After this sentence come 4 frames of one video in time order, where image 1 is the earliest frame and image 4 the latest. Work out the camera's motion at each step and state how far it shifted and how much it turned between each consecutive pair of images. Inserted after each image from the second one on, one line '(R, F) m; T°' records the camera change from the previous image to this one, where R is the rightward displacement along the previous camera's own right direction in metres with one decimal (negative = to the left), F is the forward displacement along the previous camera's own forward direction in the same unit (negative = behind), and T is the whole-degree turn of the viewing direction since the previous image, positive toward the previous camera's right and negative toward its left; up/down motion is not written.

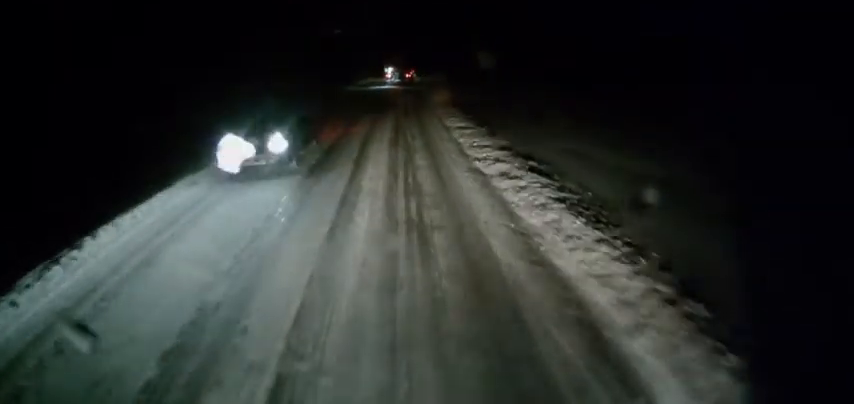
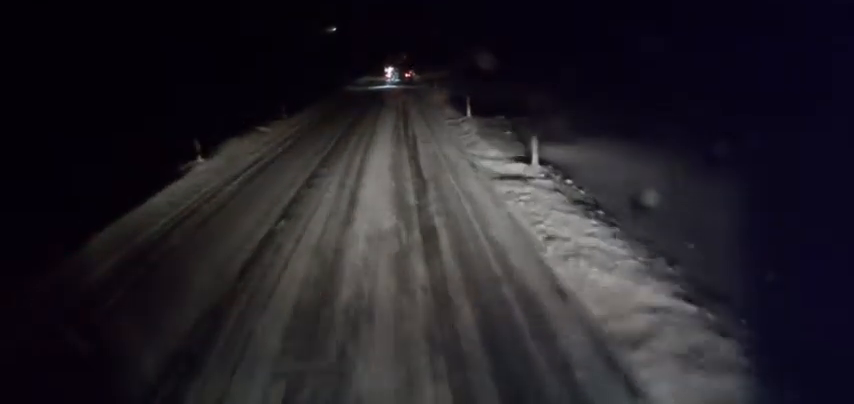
(+0.5, +20.4) m; +4°
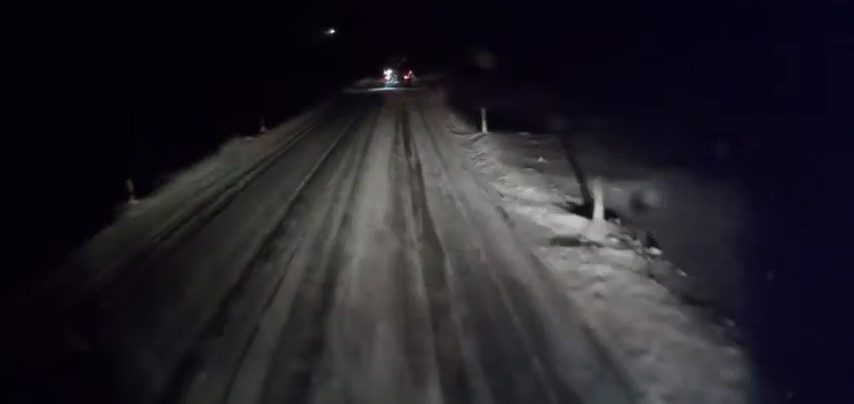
(0.0, +3.6) m; 0°
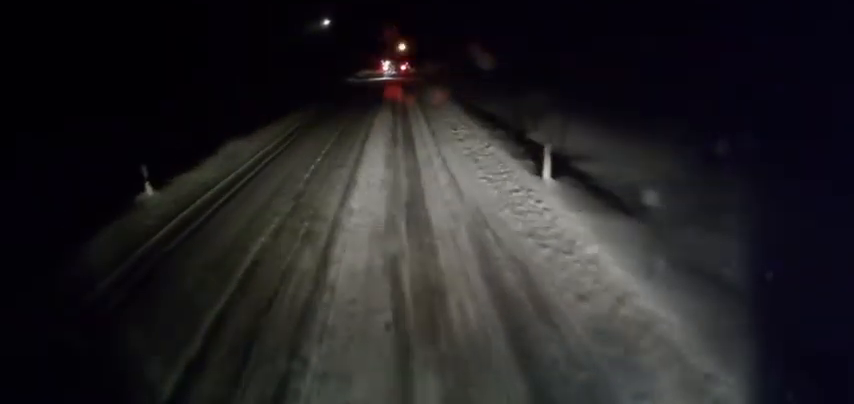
(-1.1, +25.9) m; -2°
